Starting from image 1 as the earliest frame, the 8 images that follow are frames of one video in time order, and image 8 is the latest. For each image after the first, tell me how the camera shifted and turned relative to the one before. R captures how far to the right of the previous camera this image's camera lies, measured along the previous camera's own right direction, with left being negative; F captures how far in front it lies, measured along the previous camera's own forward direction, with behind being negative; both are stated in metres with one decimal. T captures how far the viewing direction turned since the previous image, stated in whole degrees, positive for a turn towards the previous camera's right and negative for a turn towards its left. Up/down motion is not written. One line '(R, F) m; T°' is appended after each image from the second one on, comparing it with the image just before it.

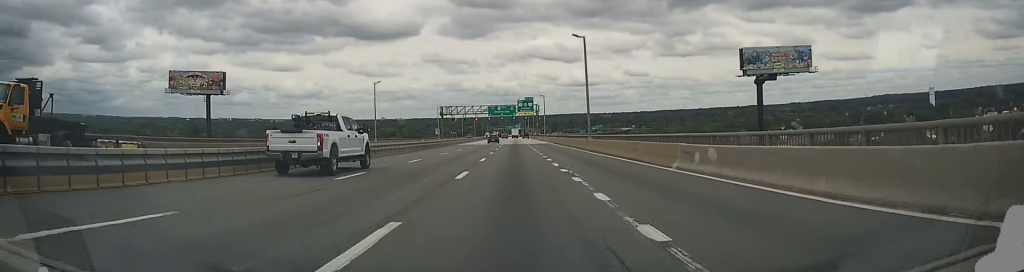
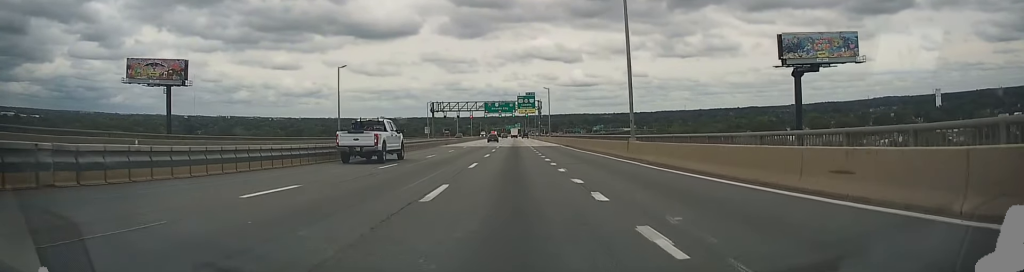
(0.0, +18.4) m; +1°
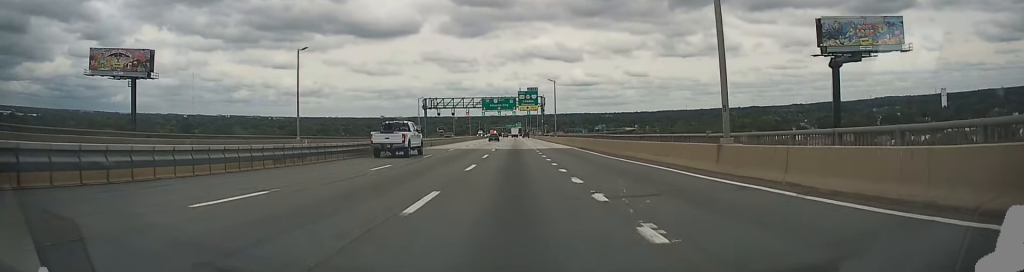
(+0.2, +13.6) m; 0°
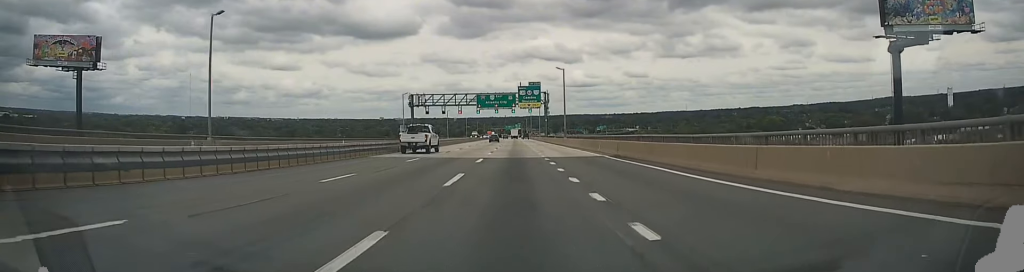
(-0.1, +18.0) m; 0°
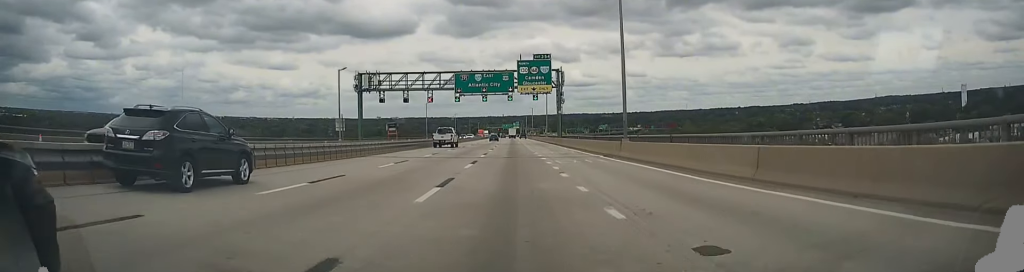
(+0.4, +40.0) m; +1°
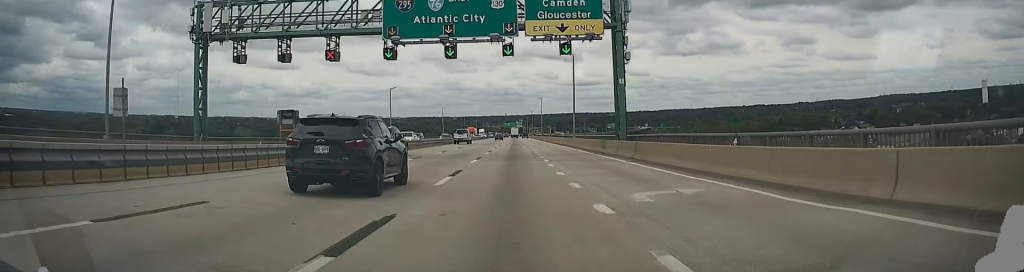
(-0.5, +45.1) m; -1°
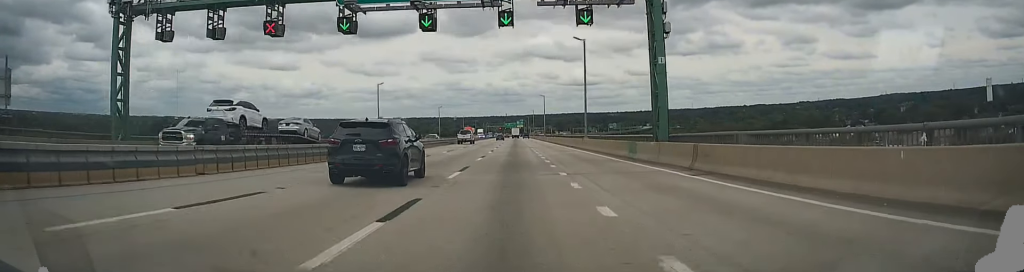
(-0.1, +9.2) m; 0°
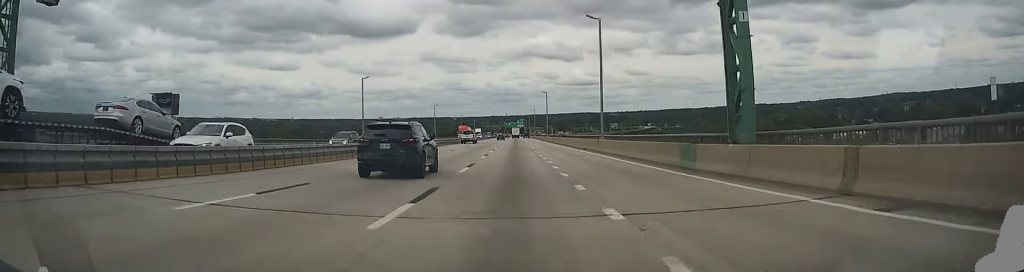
(0.0, +9.6) m; 0°
